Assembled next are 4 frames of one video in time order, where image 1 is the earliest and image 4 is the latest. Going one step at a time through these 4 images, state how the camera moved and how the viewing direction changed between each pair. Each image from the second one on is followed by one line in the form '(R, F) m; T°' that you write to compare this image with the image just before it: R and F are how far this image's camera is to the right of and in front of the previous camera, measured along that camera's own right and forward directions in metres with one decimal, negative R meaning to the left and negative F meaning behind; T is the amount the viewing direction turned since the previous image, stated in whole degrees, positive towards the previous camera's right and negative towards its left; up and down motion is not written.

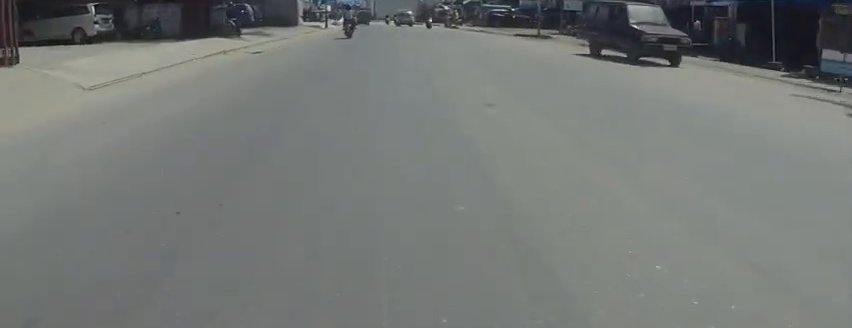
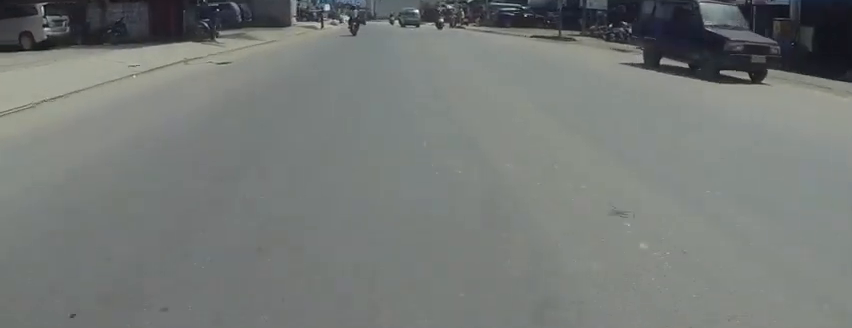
(-0.1, +3.6) m; -1°
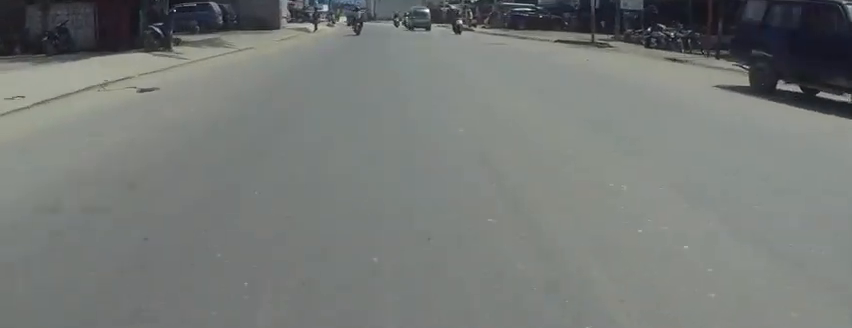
(0.0, +4.2) m; 0°
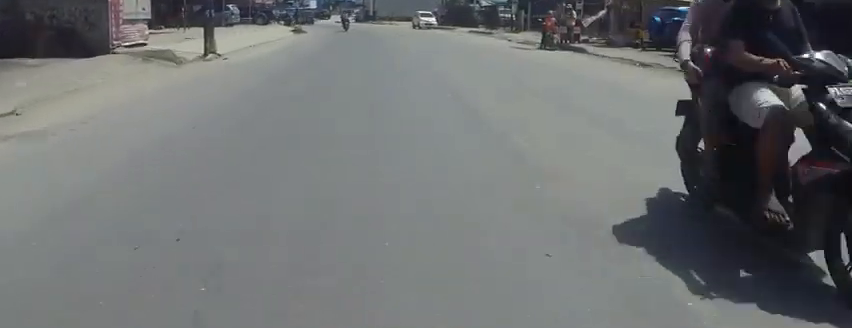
(0.0, +21.8) m; 0°
